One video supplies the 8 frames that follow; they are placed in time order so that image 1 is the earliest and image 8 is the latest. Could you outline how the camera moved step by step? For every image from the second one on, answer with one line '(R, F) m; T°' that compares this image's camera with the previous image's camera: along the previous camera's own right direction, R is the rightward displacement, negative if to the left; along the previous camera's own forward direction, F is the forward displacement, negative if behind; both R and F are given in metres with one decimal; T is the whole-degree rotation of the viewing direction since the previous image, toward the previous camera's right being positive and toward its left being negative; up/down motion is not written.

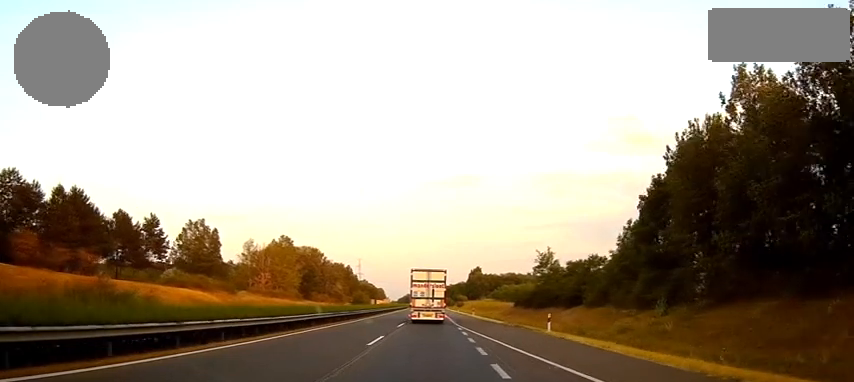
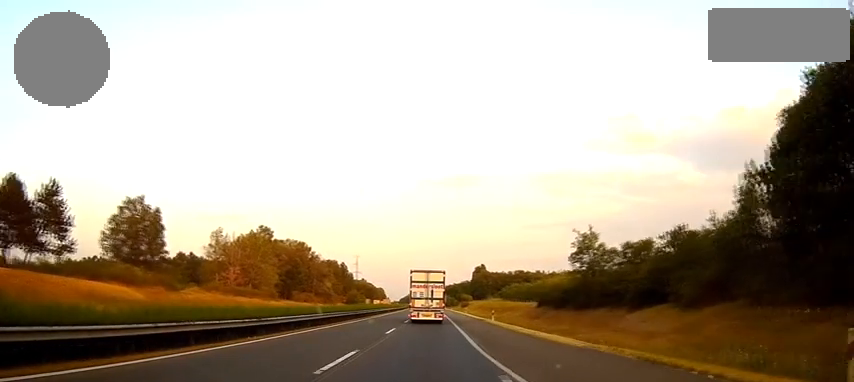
(0.0, +27.1) m; 0°
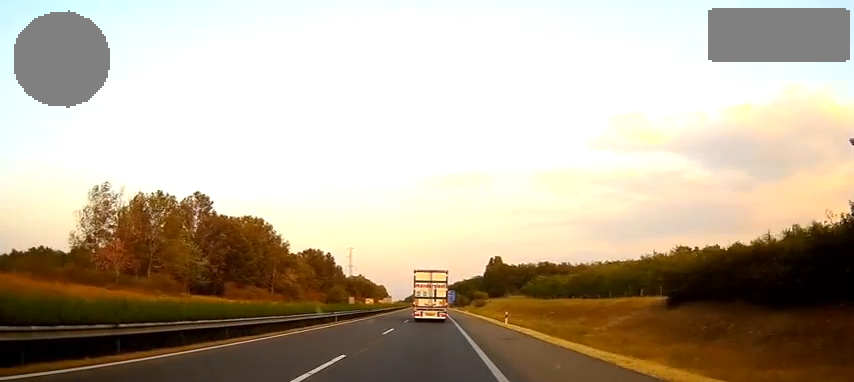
(-0.4, +56.2) m; -1°
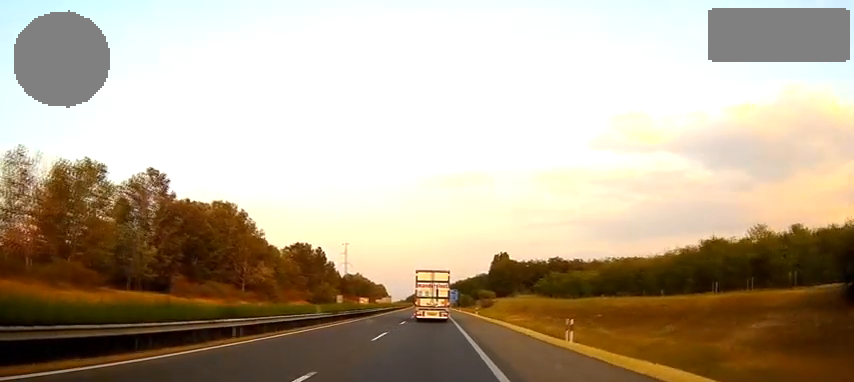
(0.0, +22.8) m; 0°
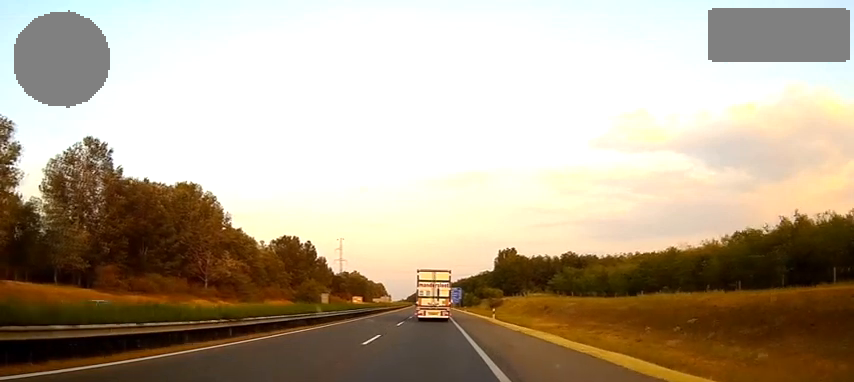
(0.0, +20.8) m; 0°
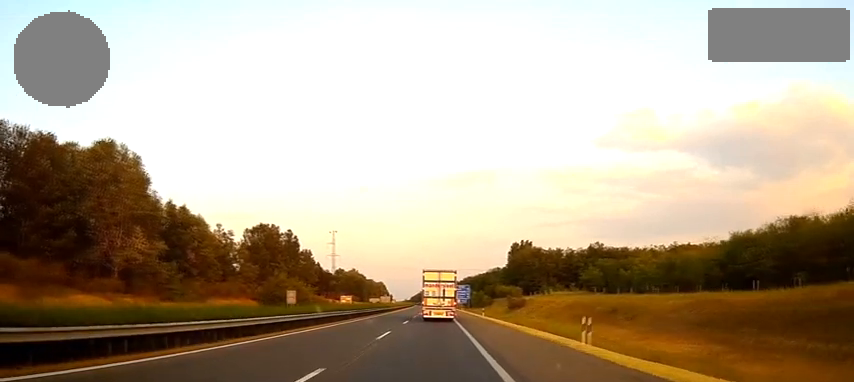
(-0.1, +32.7) m; -1°
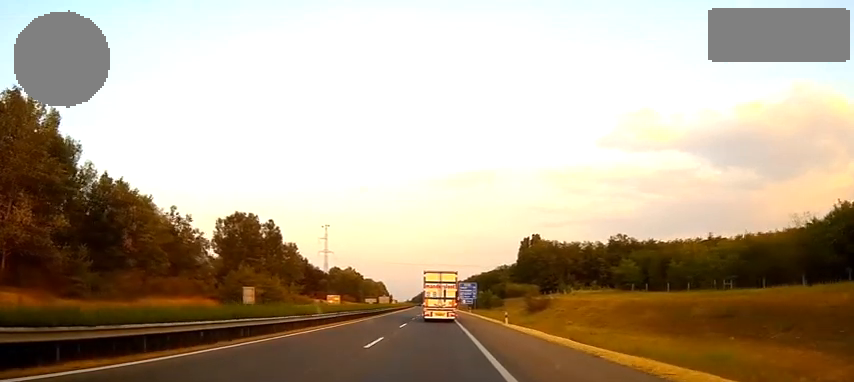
(-0.2, +22.8) m; 0°
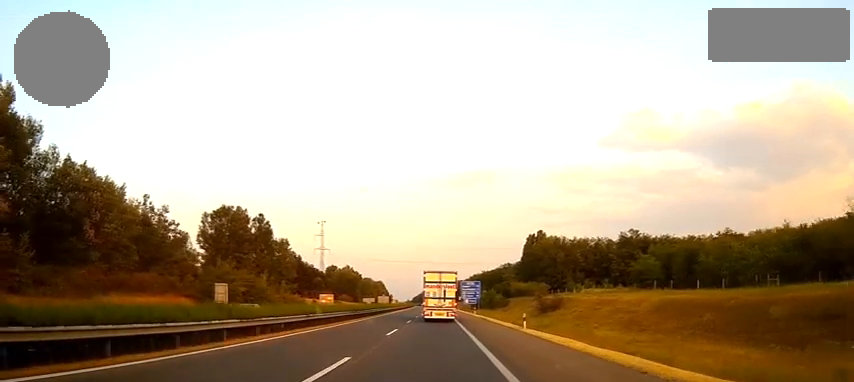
(0.0, +9.9) m; 0°
